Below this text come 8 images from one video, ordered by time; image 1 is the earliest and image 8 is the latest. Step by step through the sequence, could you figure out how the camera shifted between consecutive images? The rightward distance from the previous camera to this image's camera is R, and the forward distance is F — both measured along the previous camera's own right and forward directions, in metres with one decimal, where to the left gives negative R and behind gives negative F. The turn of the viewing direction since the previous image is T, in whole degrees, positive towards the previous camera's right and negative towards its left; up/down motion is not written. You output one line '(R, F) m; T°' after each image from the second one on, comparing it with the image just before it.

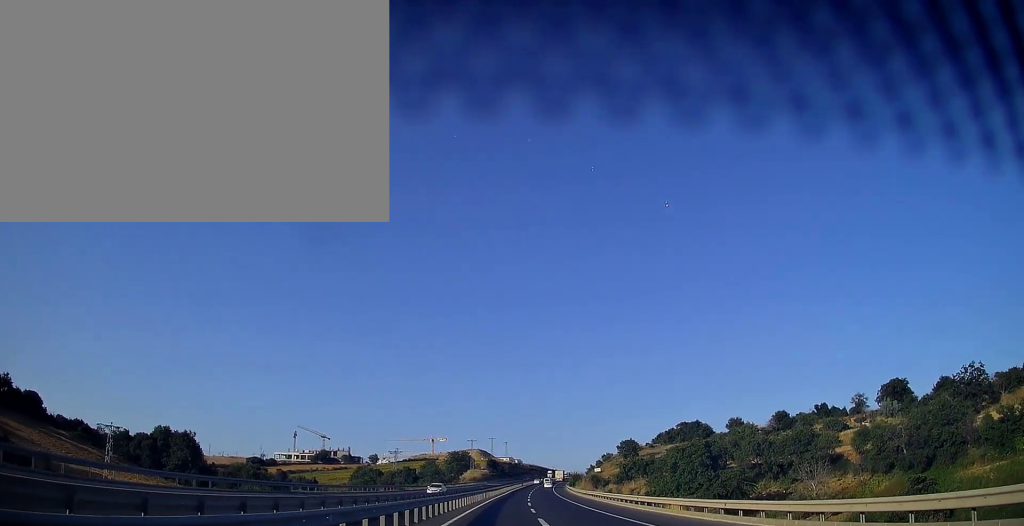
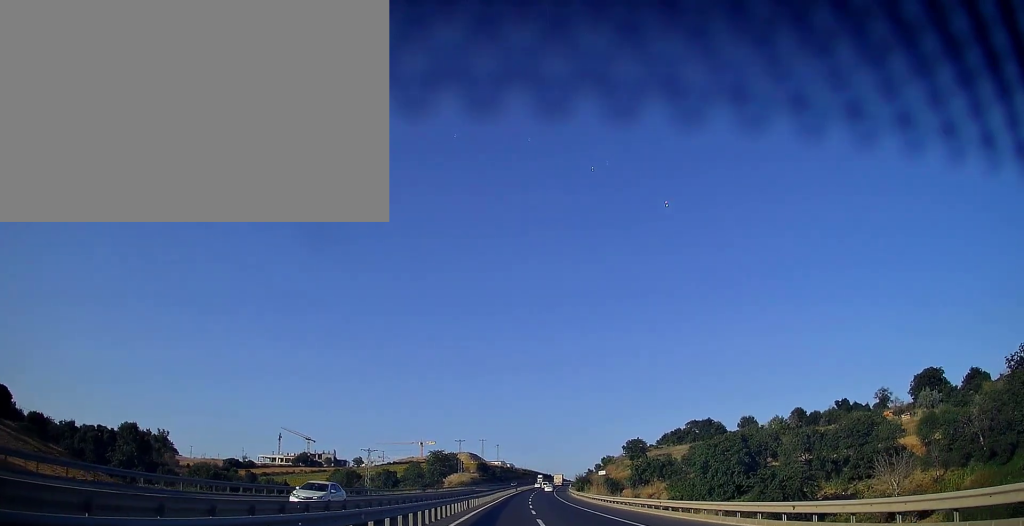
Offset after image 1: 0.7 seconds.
(+0.3, +21.5) m; +1°
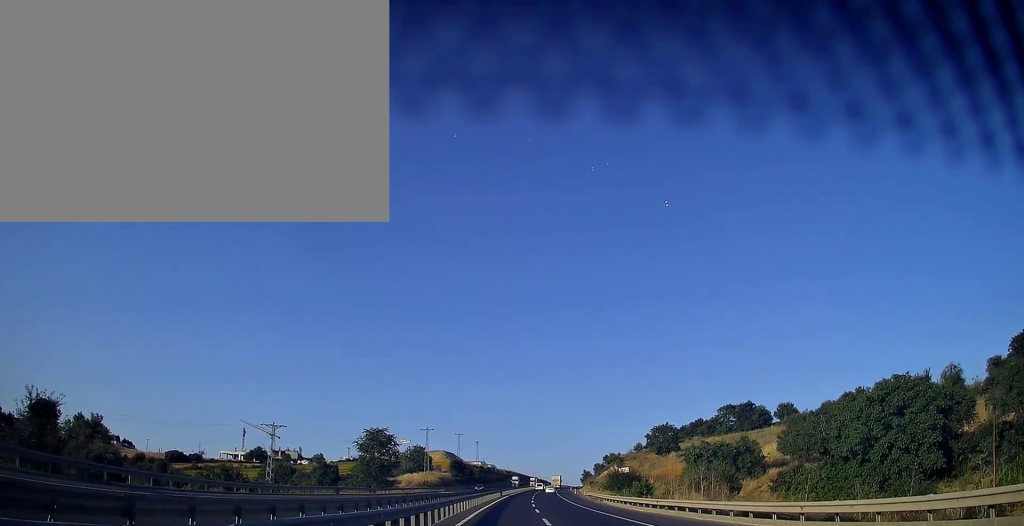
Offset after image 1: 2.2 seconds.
(+0.6, +46.0) m; +2°
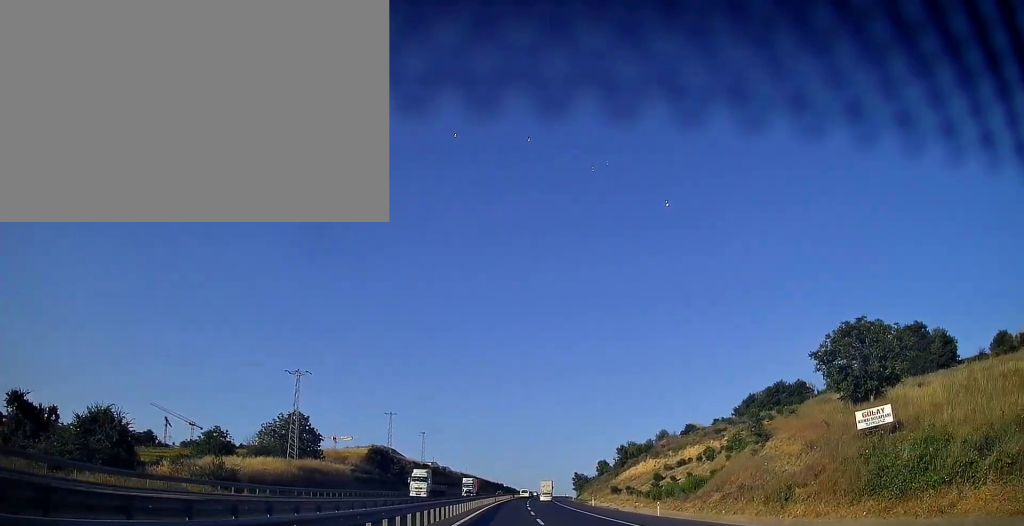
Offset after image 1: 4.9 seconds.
(+2.8, +82.4) m; +4°
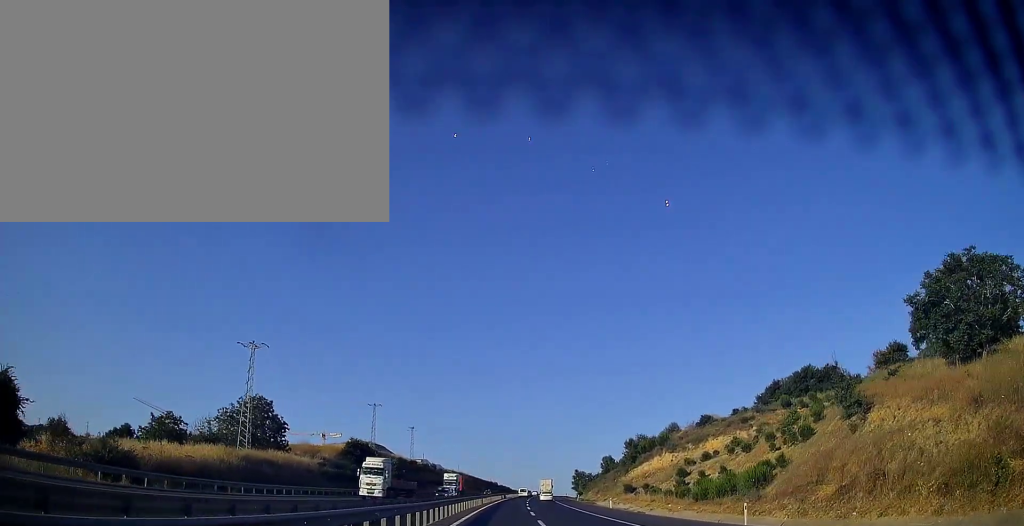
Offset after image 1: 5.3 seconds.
(-0.1, +13.0) m; 0°
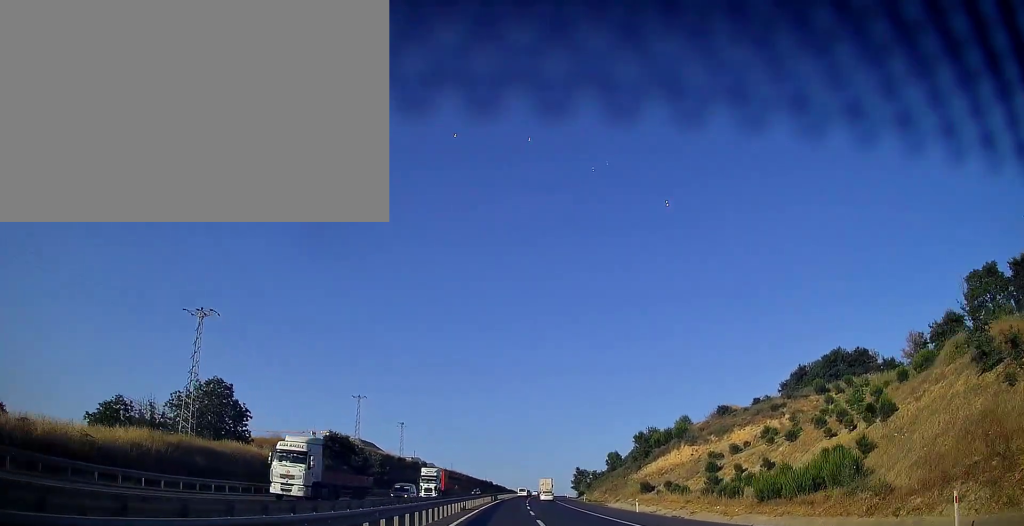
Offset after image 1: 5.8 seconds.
(-0.1, +13.1) m; 0°
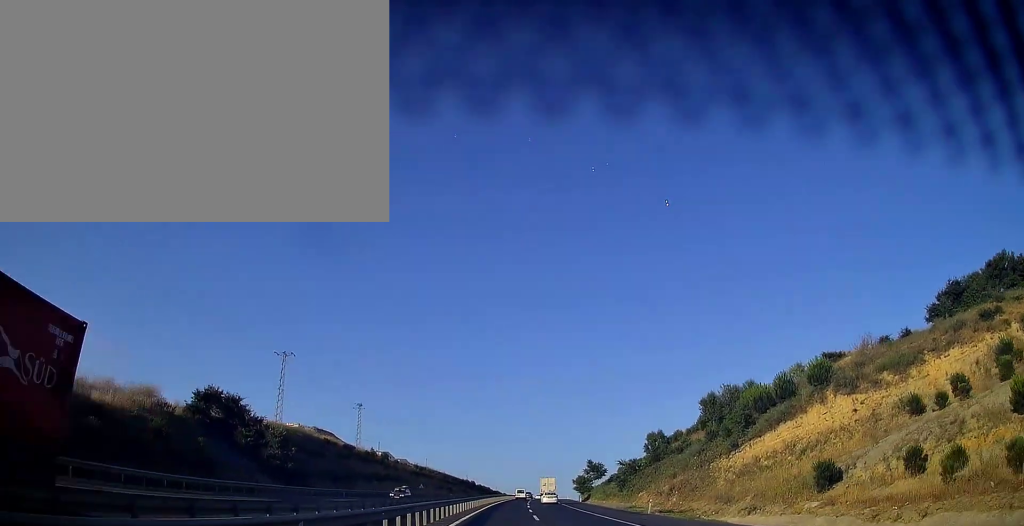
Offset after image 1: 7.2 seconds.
(+0.7, +41.3) m; +1°
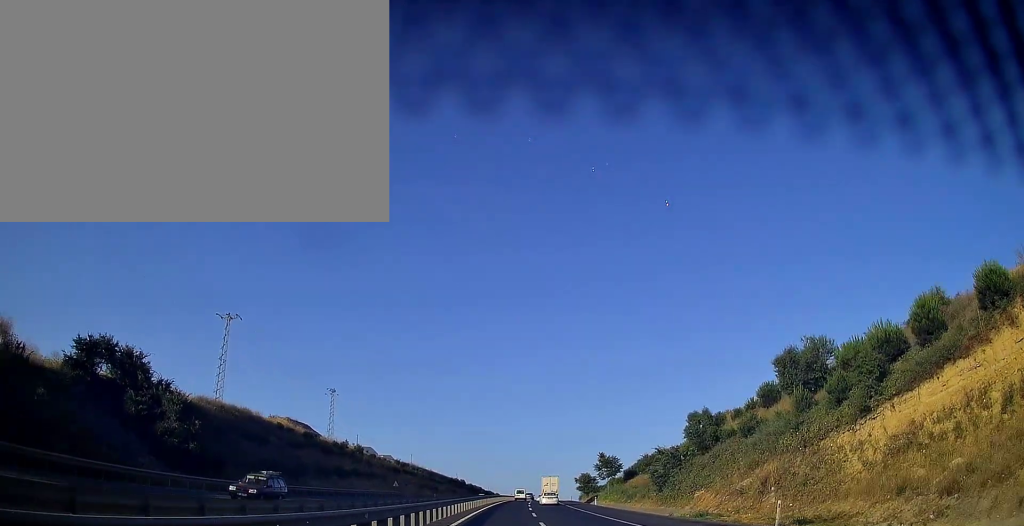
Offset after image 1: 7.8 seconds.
(0.0, +19.4) m; 0°
